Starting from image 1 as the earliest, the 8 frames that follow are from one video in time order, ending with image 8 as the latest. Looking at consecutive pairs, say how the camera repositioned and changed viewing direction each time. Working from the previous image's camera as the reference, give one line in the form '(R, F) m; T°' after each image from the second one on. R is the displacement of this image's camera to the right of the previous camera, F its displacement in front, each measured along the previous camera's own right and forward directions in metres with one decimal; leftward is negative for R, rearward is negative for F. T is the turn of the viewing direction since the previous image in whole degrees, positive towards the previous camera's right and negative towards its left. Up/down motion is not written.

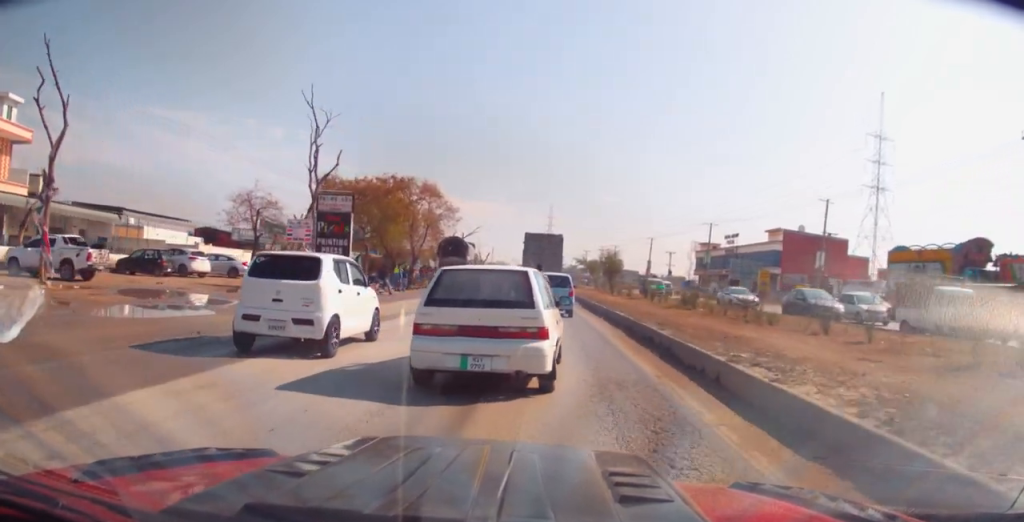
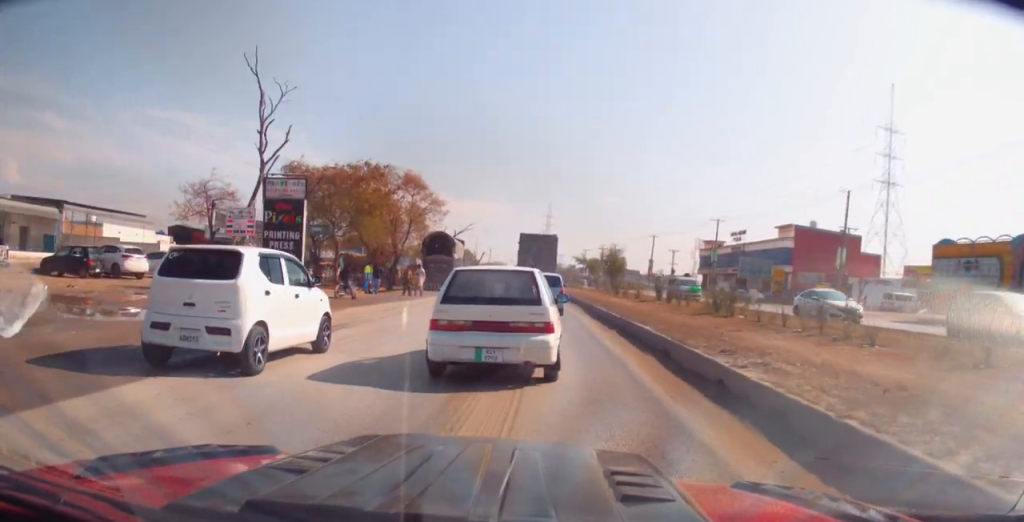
(0.0, +5.6) m; -2°
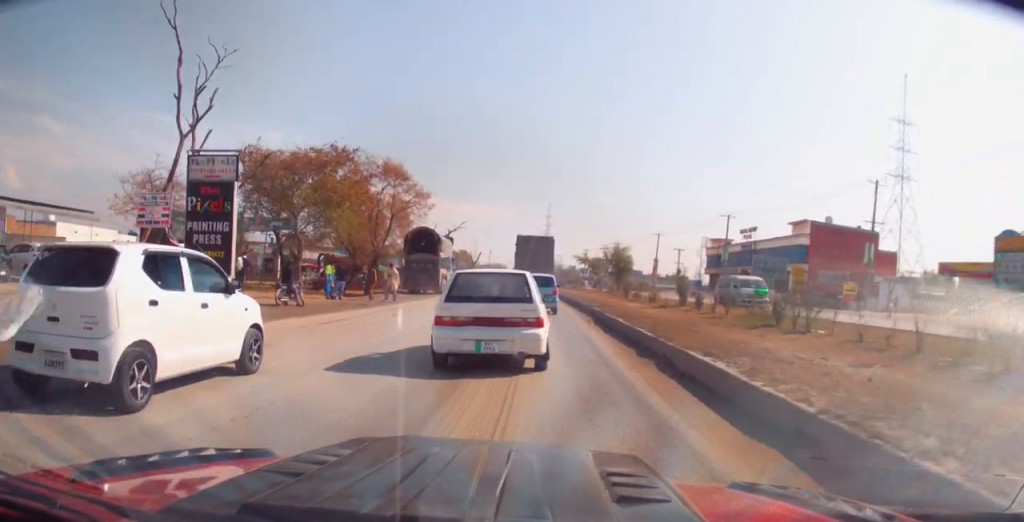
(-0.2, +6.0) m; -1°
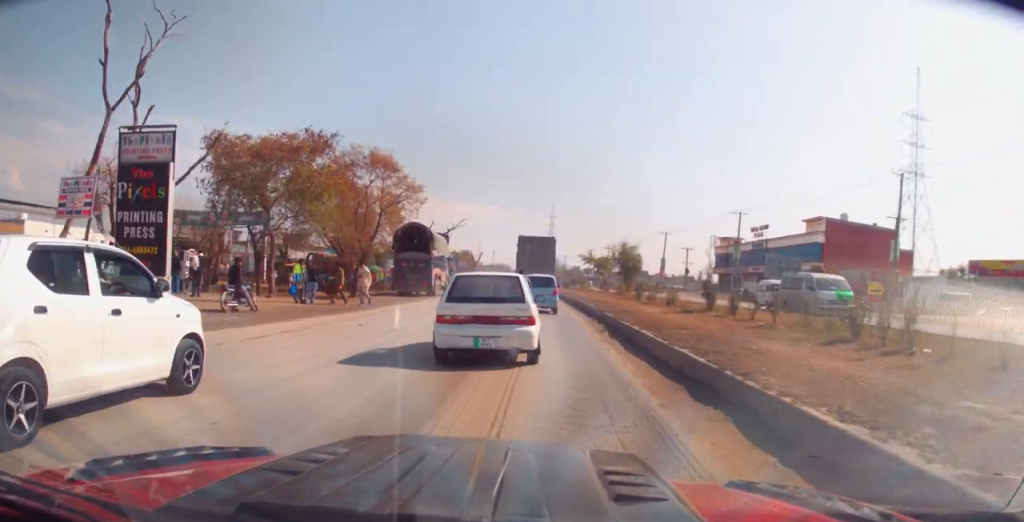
(0.0, +4.1) m; 0°
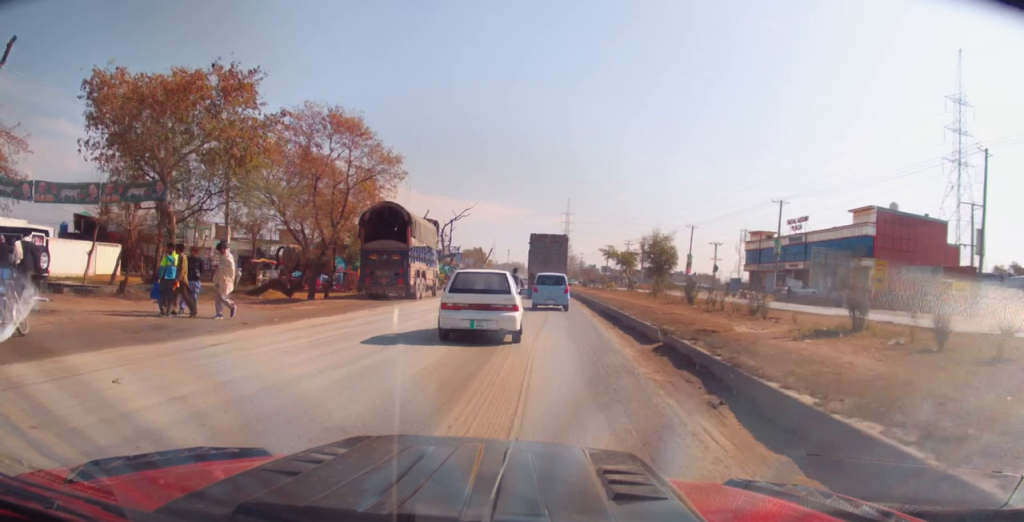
(+0.1, +9.7) m; 0°
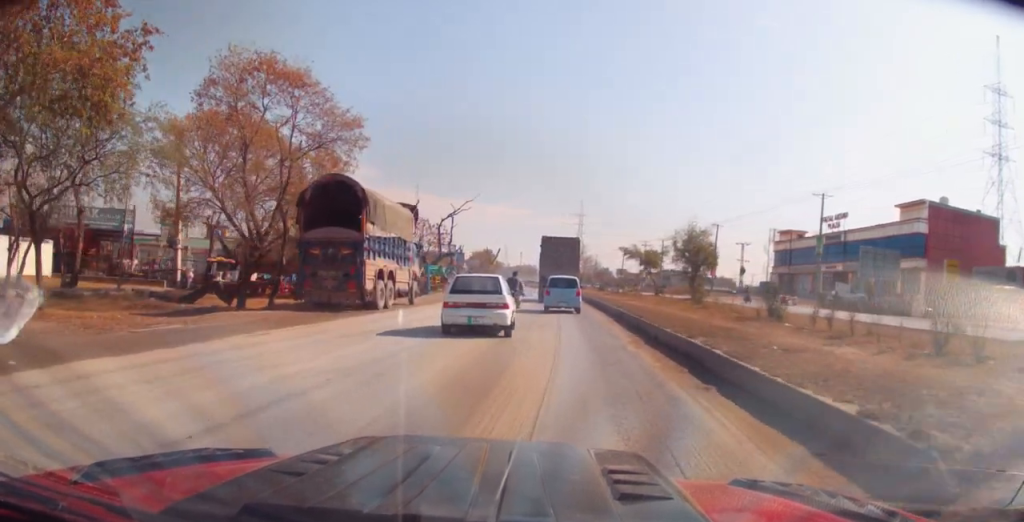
(0.0, +8.6) m; -1°
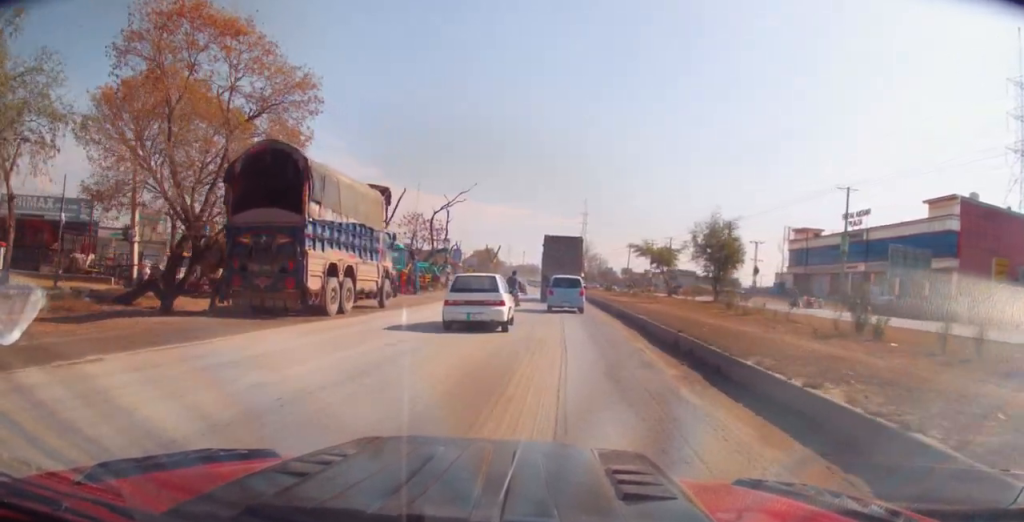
(-0.1, +5.2) m; -1°
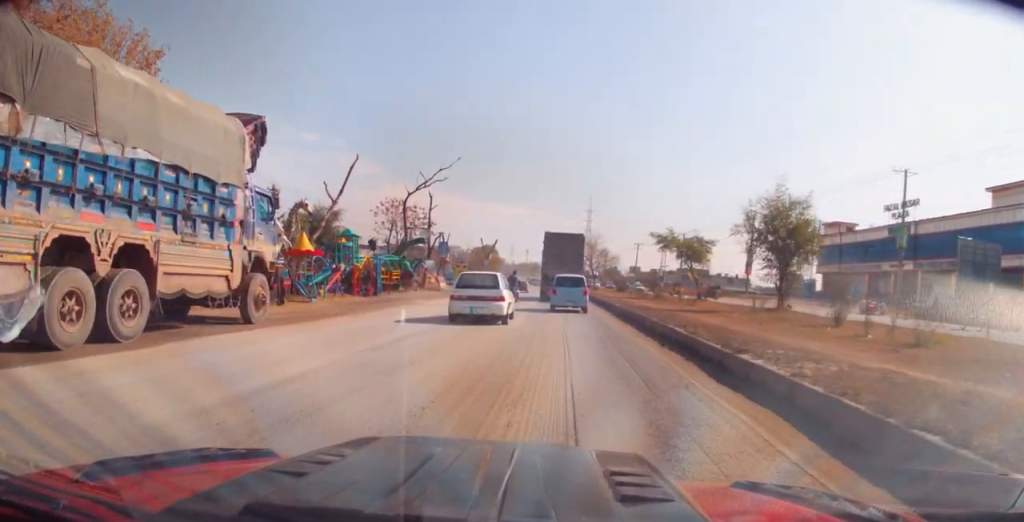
(-0.2, +10.4) m; 0°
